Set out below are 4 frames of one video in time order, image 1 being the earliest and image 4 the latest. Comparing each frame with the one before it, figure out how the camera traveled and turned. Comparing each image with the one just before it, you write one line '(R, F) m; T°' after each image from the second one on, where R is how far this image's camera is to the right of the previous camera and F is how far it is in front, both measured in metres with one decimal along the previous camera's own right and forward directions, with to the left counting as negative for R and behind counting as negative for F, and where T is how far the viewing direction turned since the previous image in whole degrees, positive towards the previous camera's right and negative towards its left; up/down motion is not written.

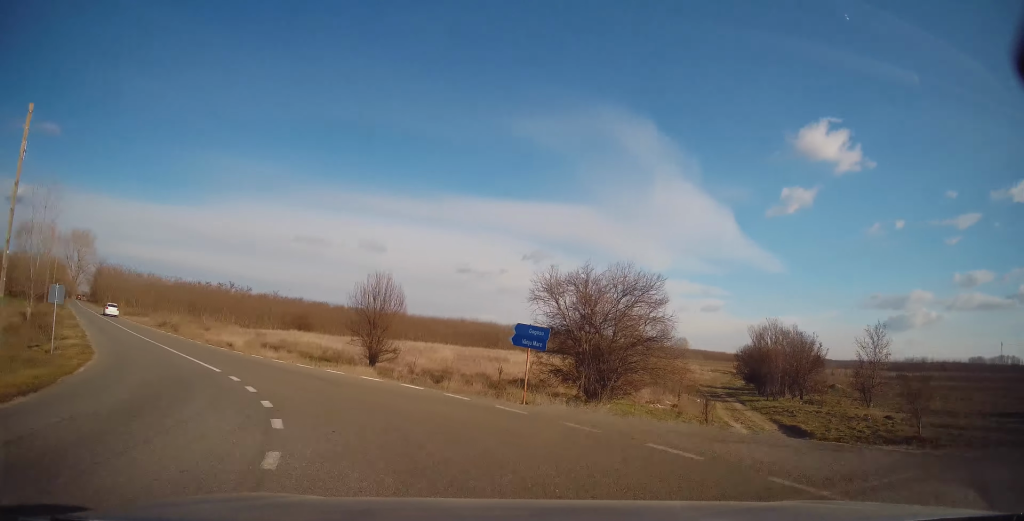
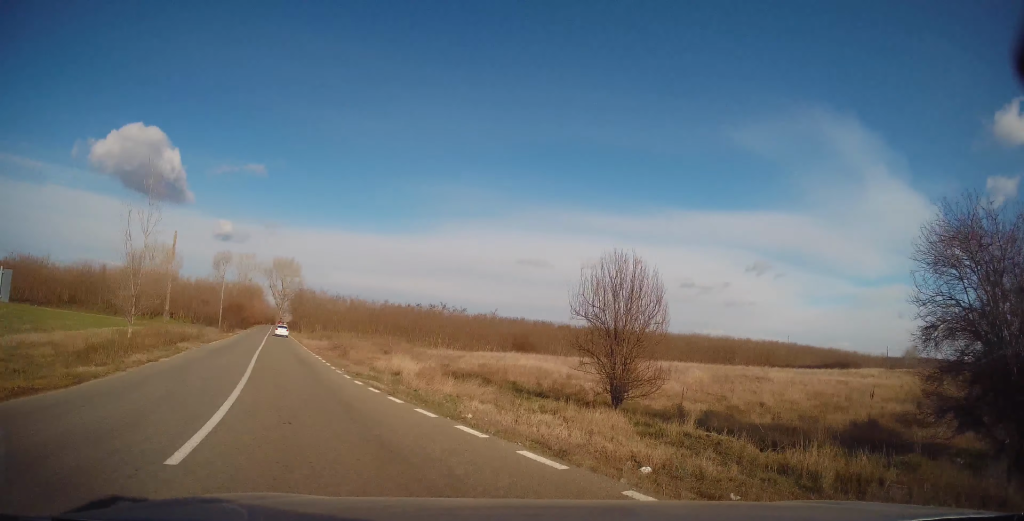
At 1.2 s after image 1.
(-3.0, +11.0) m; -26°
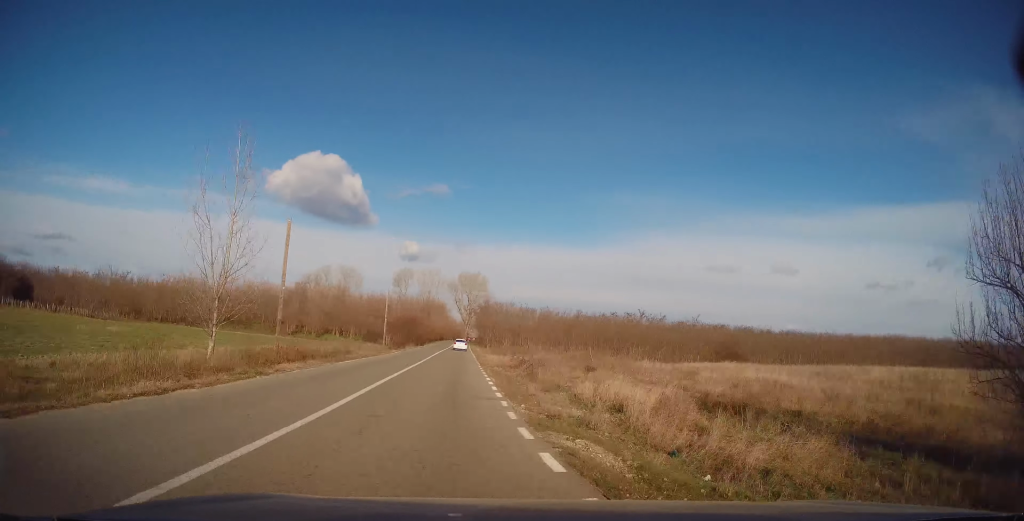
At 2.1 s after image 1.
(-1.3, +9.2) m; -15°
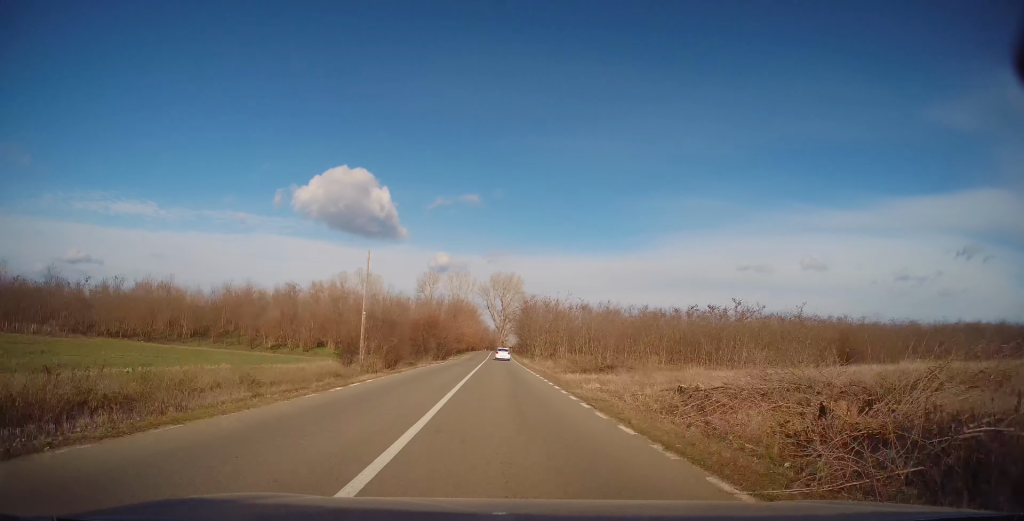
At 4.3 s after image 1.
(-2.5, +26.7) m; -5°
